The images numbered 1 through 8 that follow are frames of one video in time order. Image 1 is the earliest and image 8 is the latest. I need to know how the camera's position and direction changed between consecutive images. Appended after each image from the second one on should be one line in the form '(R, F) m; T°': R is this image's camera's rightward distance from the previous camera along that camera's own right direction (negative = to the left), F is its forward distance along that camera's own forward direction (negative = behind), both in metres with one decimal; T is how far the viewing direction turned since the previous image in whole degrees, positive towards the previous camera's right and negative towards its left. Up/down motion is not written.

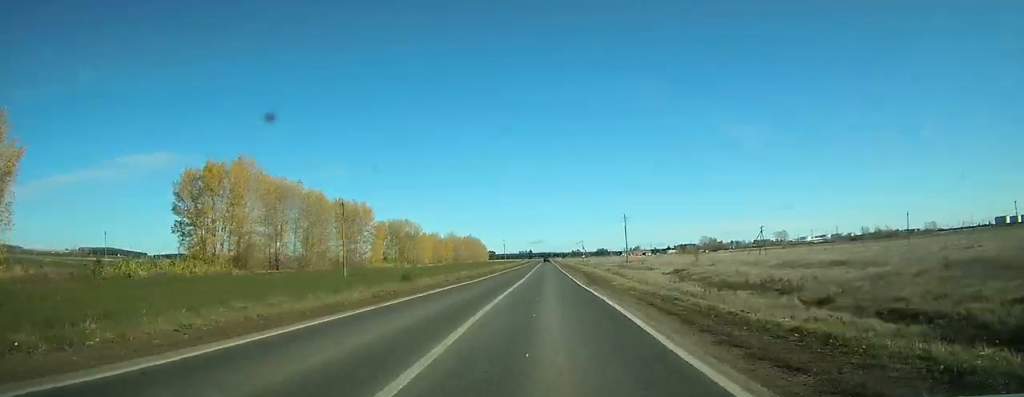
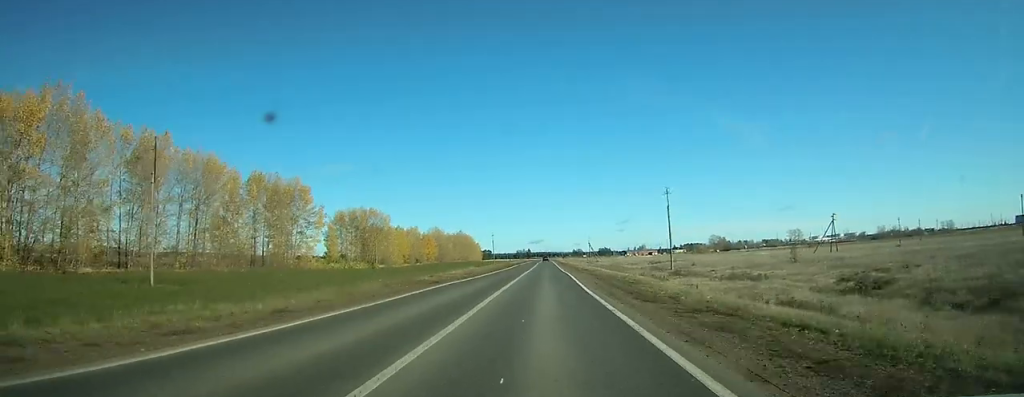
(+0.4, +53.1) m; 0°
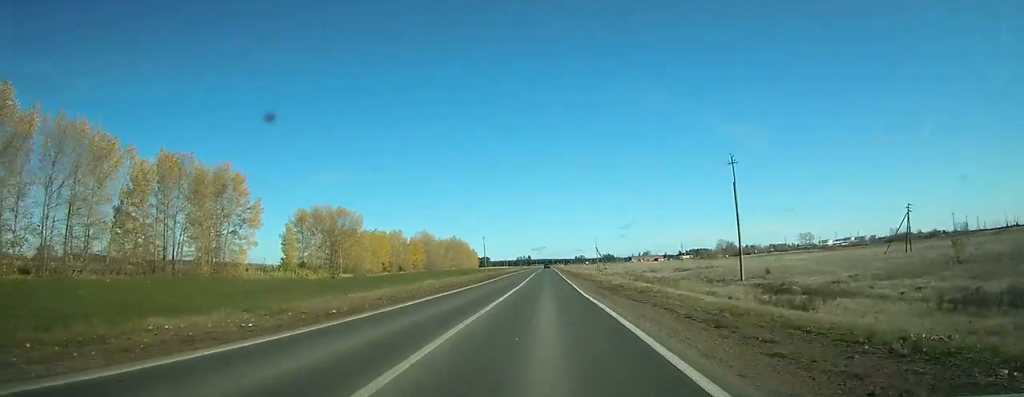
(0.0, +33.6) m; 0°
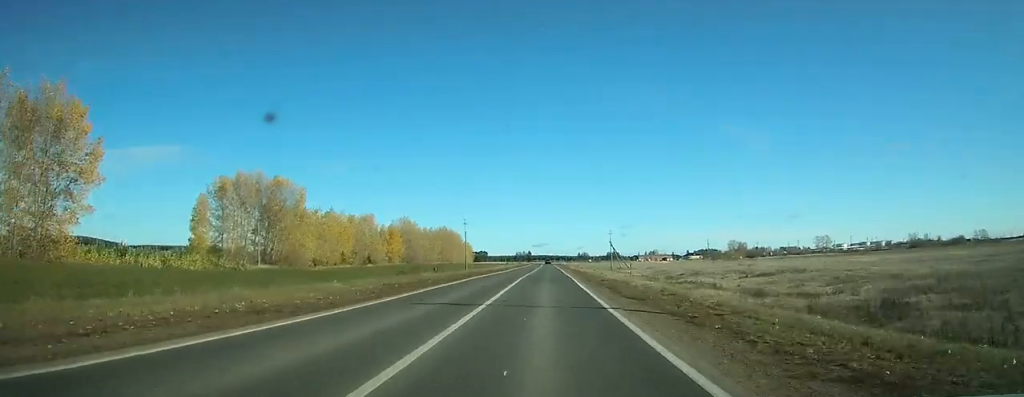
(-0.2, +44.9) m; 0°
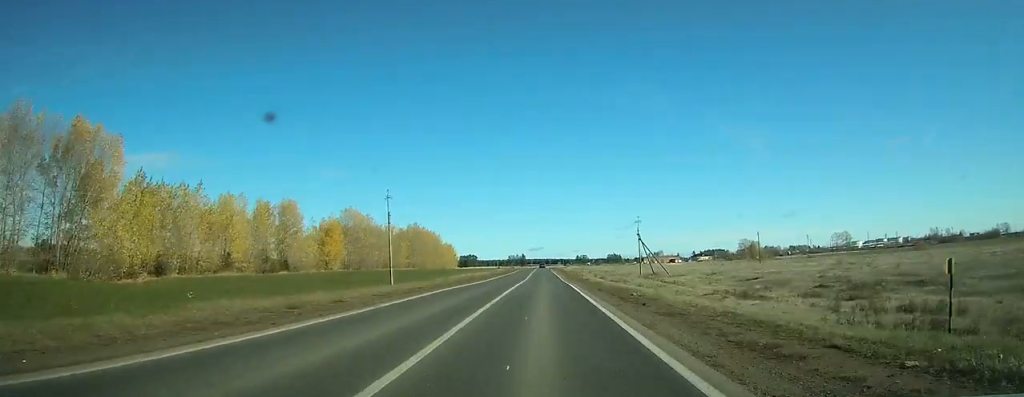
(-0.2, +60.4) m; 0°
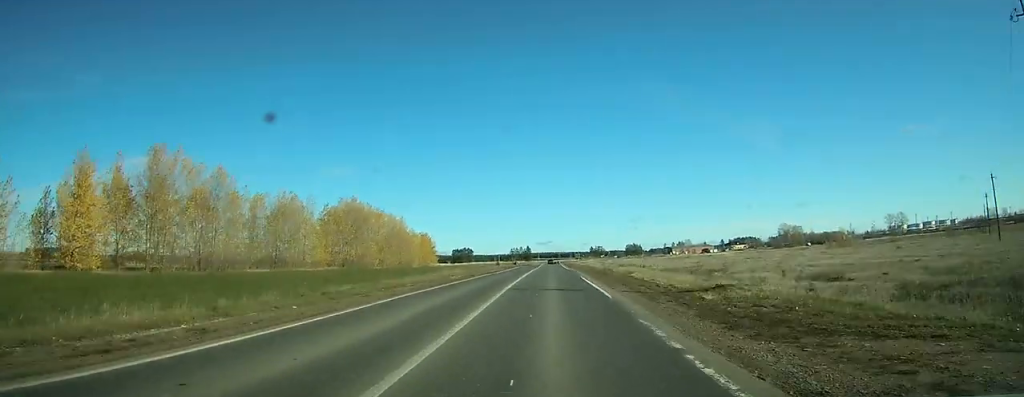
(+0.1, +92.5) m; 0°
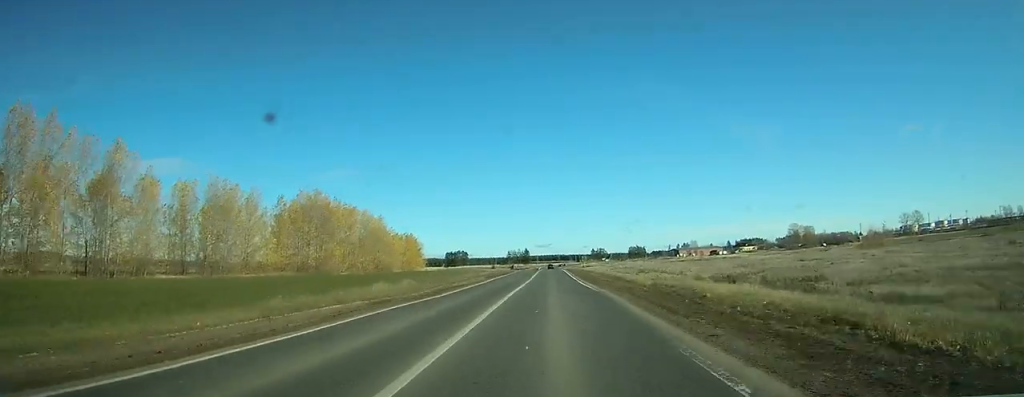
(0.0, +26.5) m; 0°
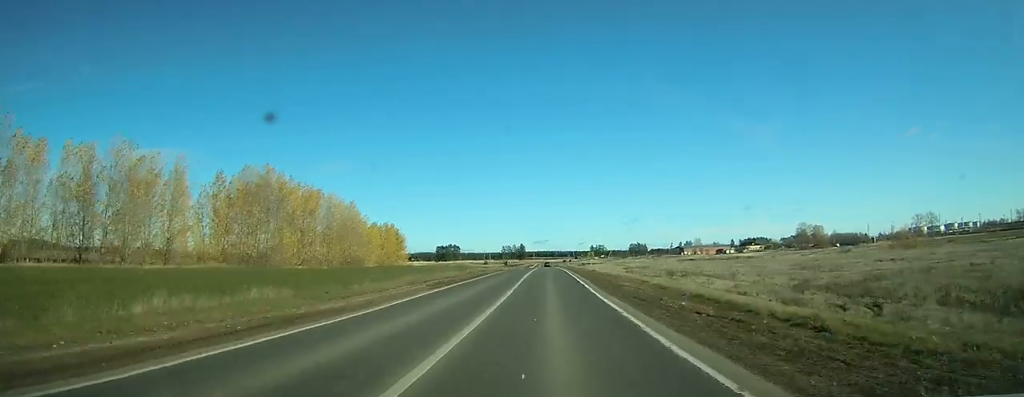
(0.0, +24.7) m; 0°
